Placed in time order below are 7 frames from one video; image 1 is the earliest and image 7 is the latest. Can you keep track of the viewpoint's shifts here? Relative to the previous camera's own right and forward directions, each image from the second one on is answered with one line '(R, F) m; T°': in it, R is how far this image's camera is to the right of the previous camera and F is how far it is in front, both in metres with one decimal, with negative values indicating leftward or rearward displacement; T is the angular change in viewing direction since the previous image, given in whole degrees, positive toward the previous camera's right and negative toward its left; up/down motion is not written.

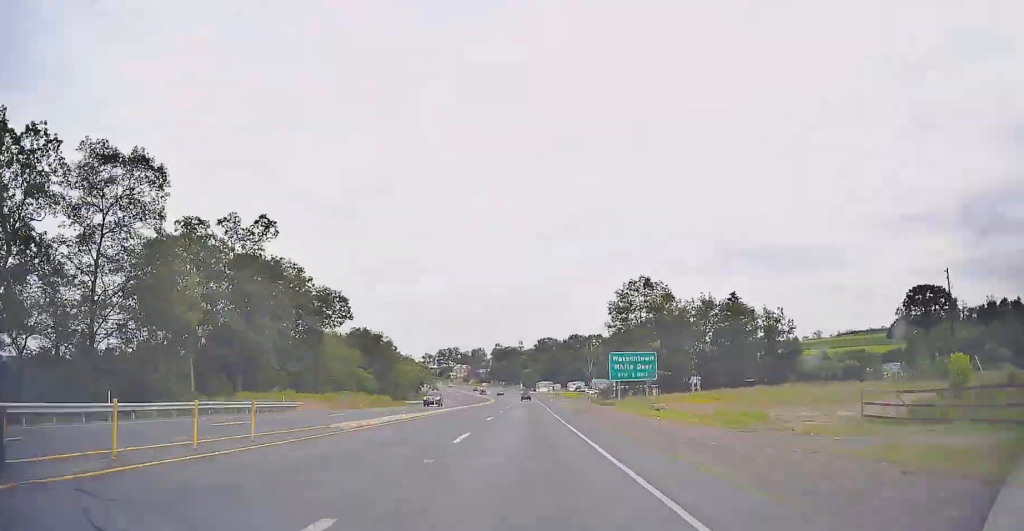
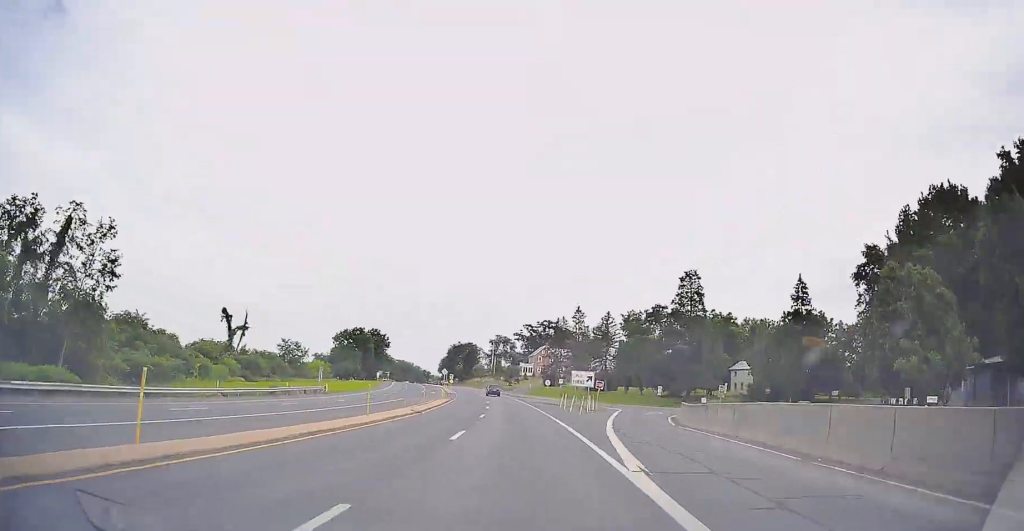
(-18.1, +202.5) m; -14°
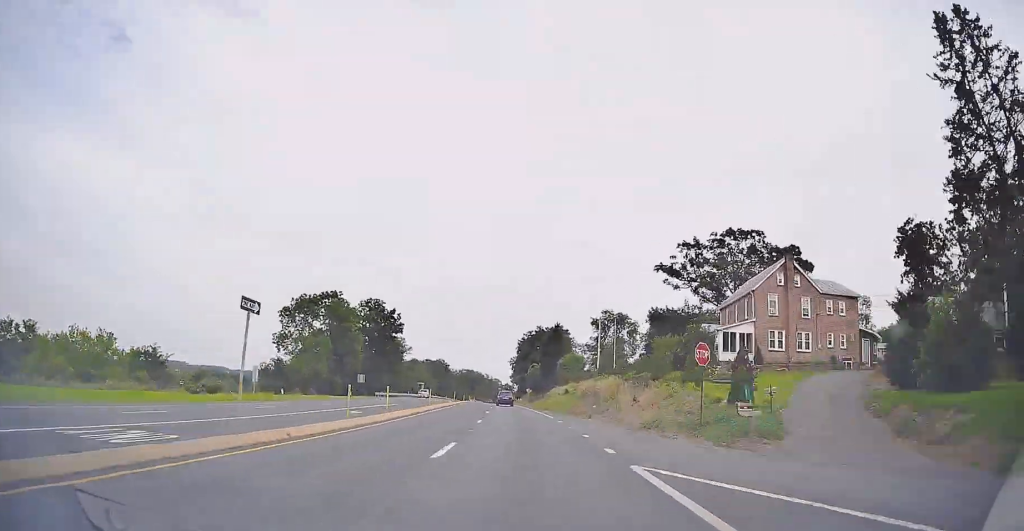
(-4.6, +94.9) m; -3°
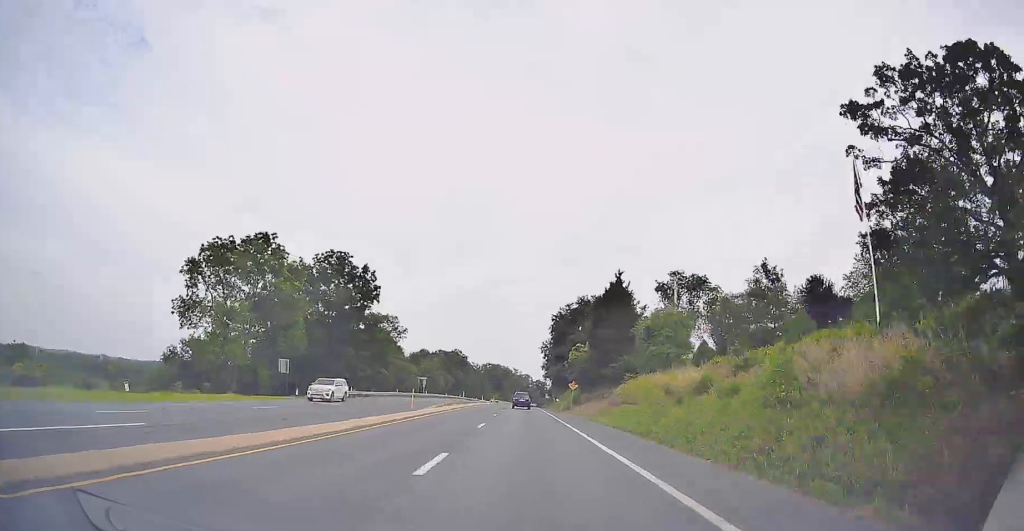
(+4.0, +36.5) m; -5°
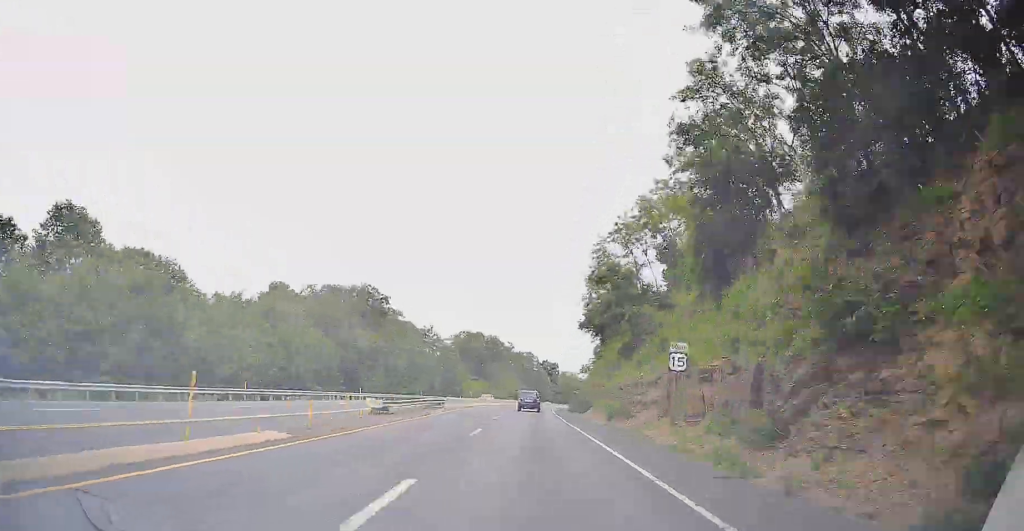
(-17.9, +100.1) m; -7°
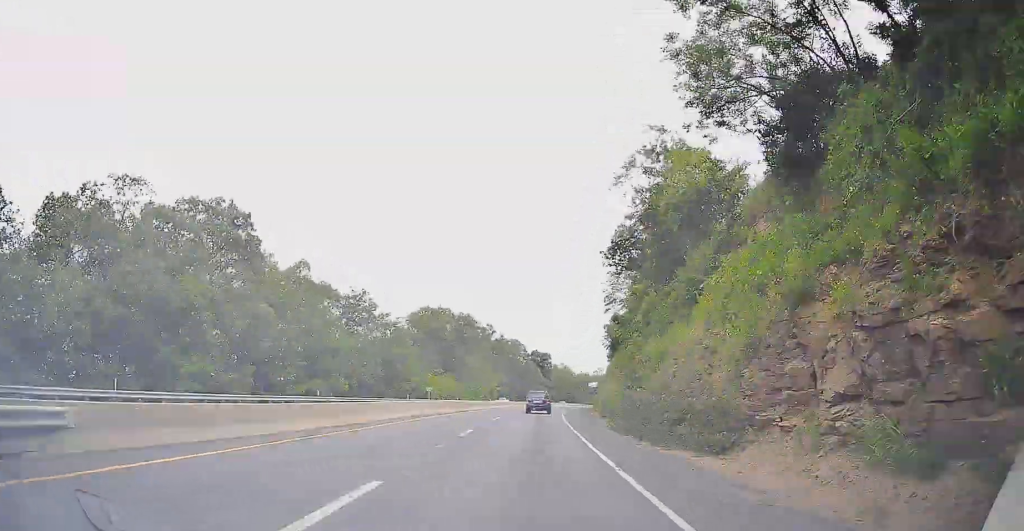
(+4.1, +38.9) m; +4°
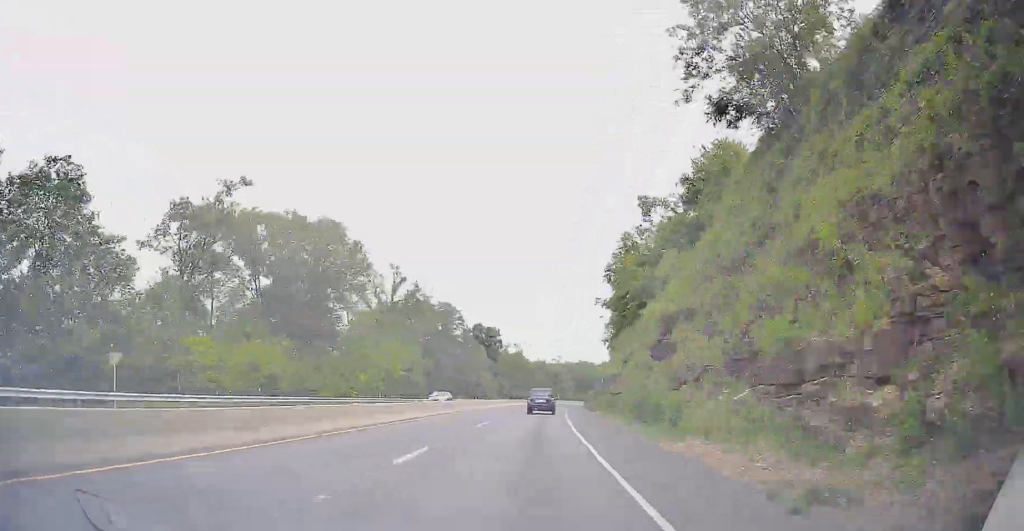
(+5.3, +58.5) m; +7°
